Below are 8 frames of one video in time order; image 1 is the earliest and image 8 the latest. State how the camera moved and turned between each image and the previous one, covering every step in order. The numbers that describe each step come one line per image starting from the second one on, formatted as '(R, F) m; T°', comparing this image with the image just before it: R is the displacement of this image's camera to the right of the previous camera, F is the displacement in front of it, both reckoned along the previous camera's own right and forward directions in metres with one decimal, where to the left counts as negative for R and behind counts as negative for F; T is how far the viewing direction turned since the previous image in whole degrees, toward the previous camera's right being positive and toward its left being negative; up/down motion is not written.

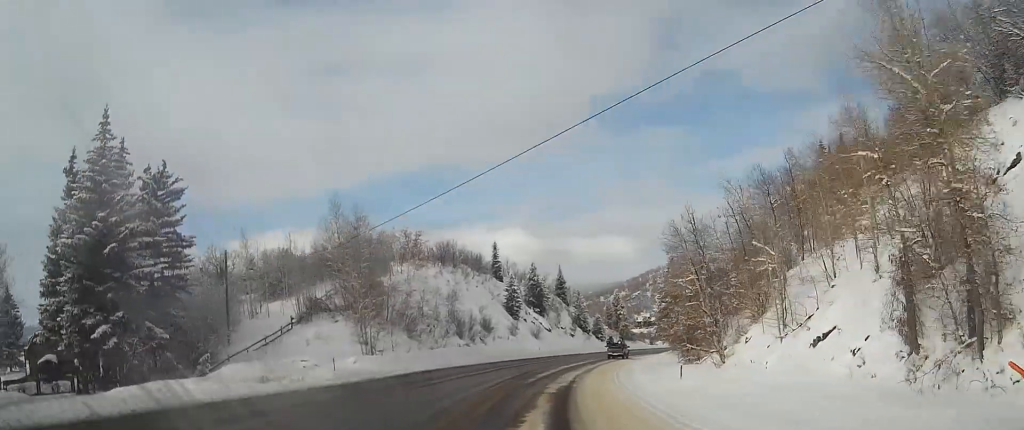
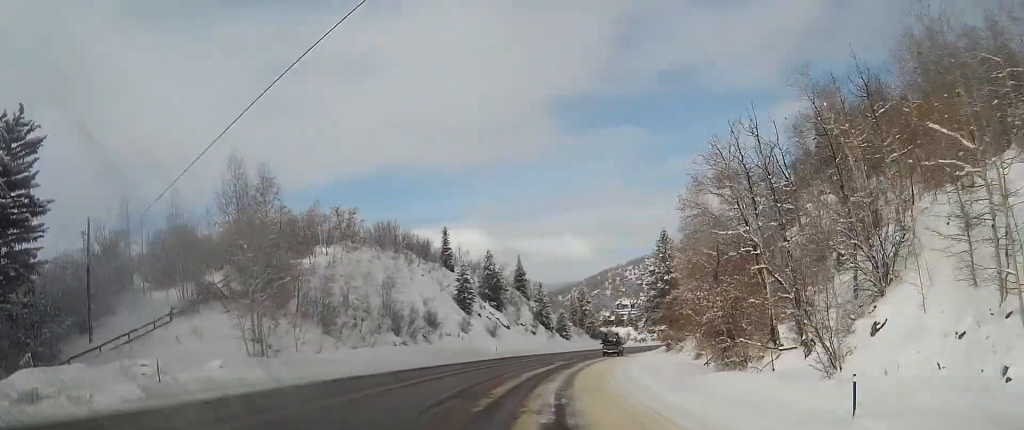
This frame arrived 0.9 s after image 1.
(+0.5, +17.4) m; +3°
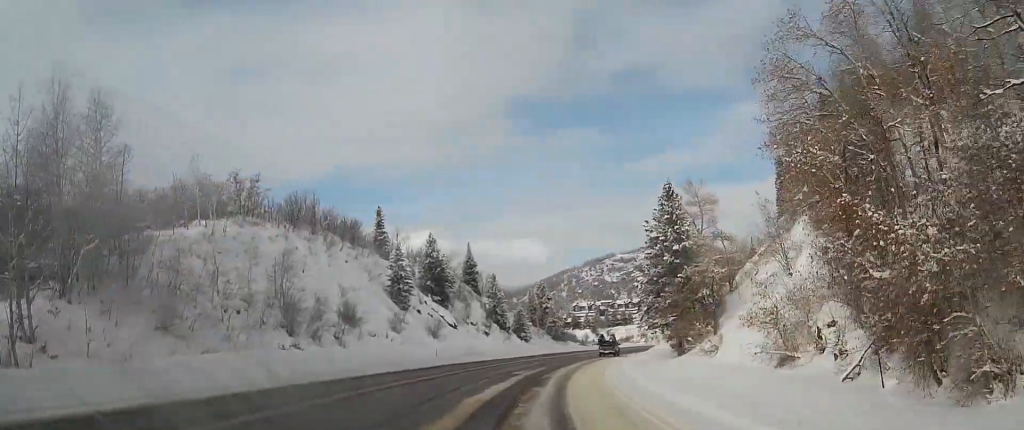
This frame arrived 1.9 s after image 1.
(+0.6, +20.1) m; +4°
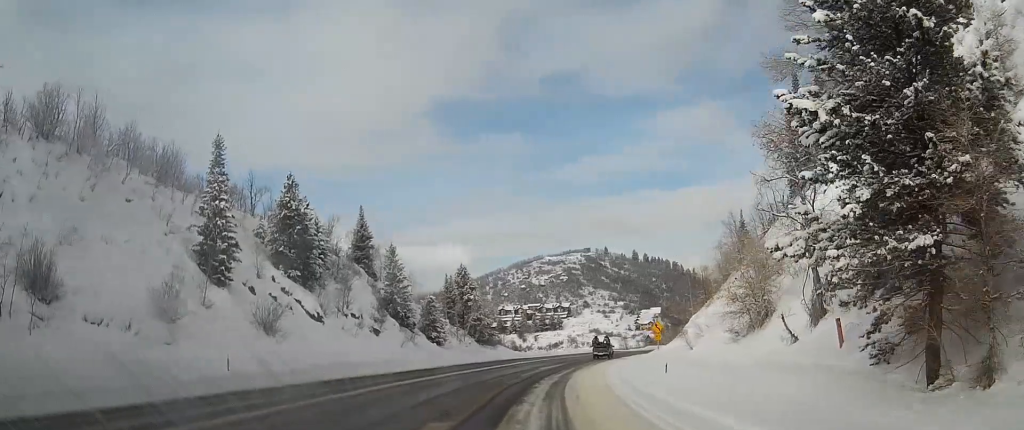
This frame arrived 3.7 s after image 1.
(+2.0, +34.9) m; +7°
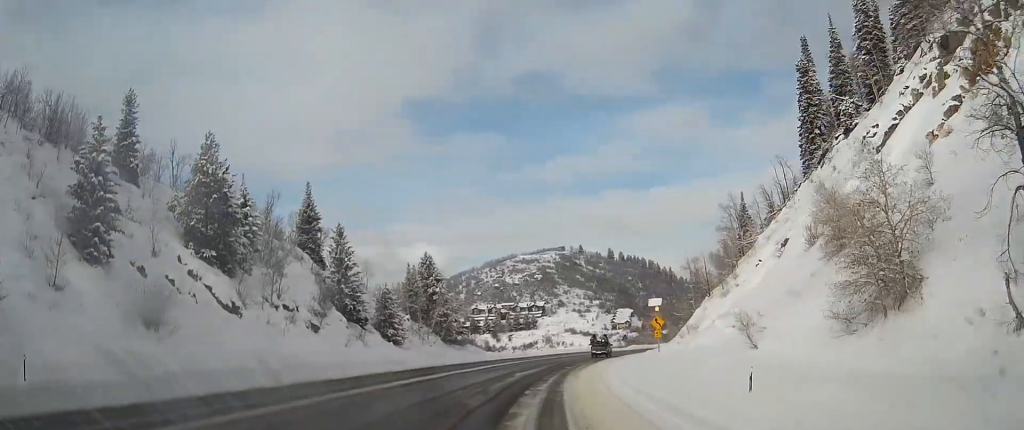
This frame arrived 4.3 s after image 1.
(+0.4, +12.7) m; +2°
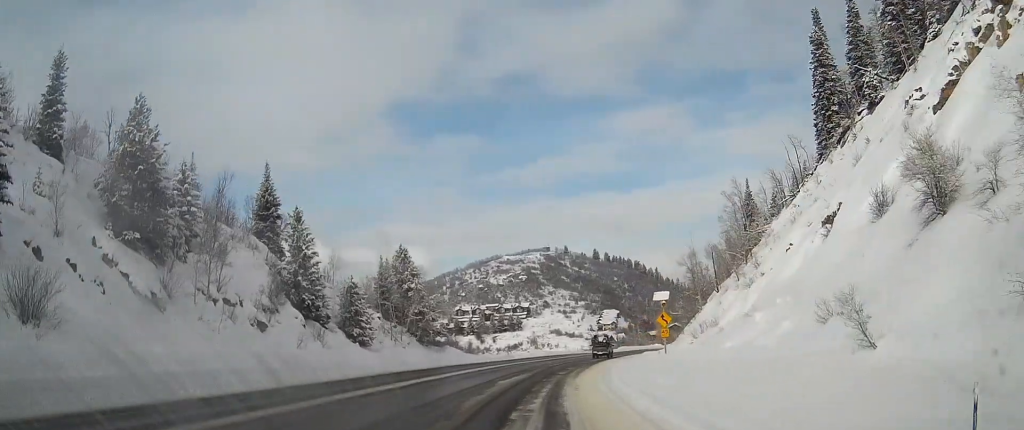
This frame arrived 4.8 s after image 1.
(0.0, +8.7) m; +1°
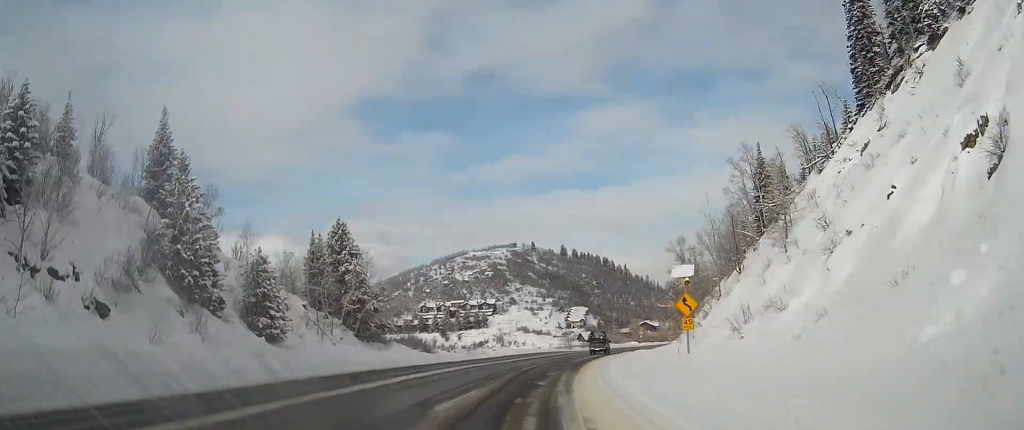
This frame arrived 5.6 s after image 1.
(+0.3, +16.2) m; +3°
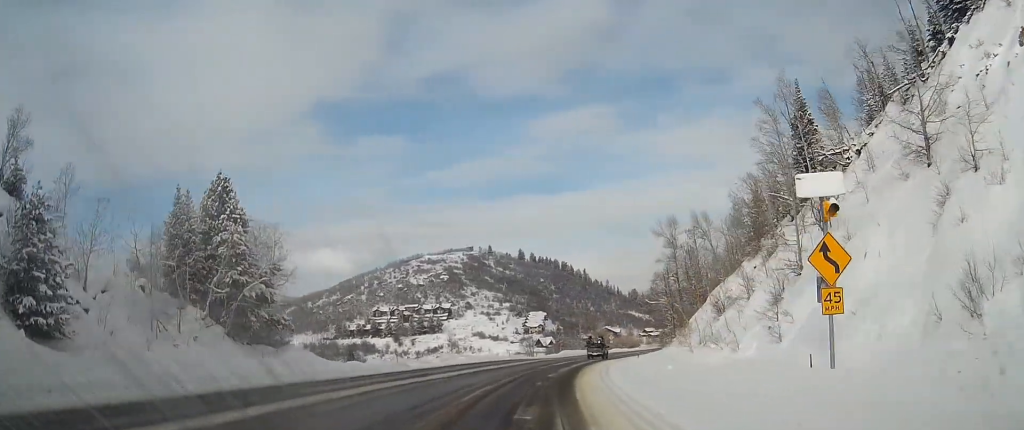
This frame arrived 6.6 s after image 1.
(+0.7, +21.7) m; +4°
